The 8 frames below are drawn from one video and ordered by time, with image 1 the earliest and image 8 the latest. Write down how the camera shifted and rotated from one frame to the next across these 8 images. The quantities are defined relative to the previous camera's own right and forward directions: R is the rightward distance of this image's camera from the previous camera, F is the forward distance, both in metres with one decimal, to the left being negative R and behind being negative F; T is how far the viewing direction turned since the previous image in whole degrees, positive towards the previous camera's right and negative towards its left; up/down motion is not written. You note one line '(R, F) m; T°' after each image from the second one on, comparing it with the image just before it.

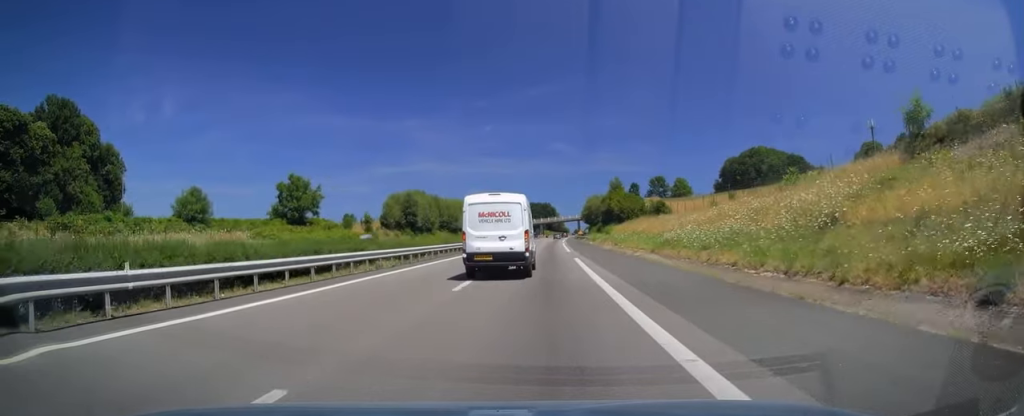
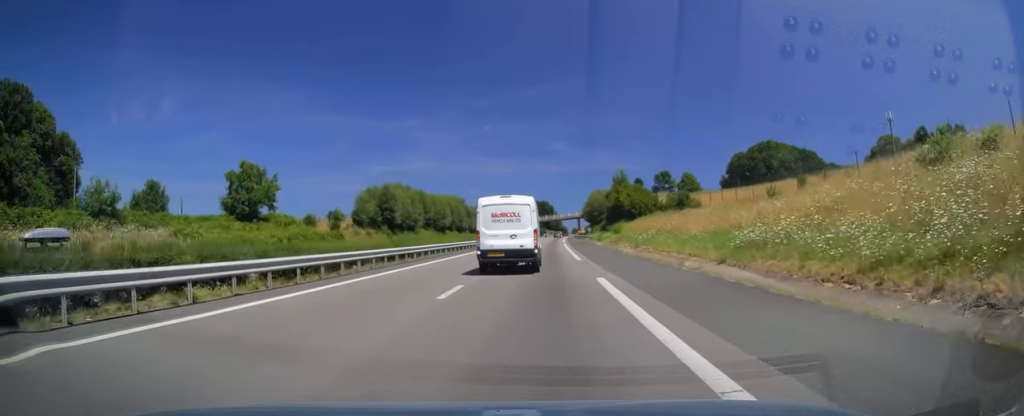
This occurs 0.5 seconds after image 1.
(0.0, +15.2) m; 0°
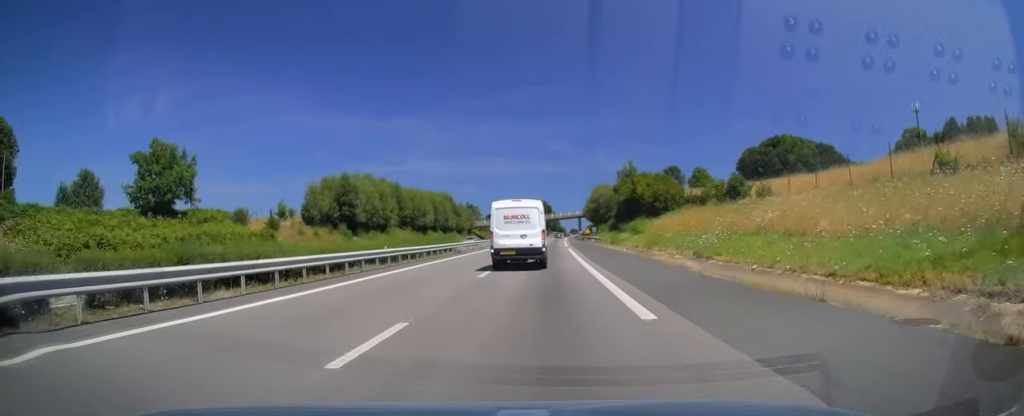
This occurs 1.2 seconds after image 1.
(-0.1, +19.6) m; +1°
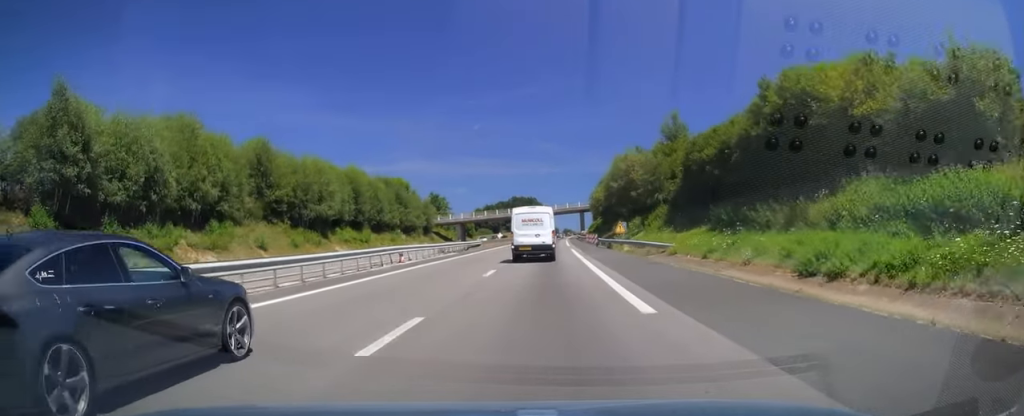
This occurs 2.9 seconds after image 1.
(+0.8, +51.4) m; +1°
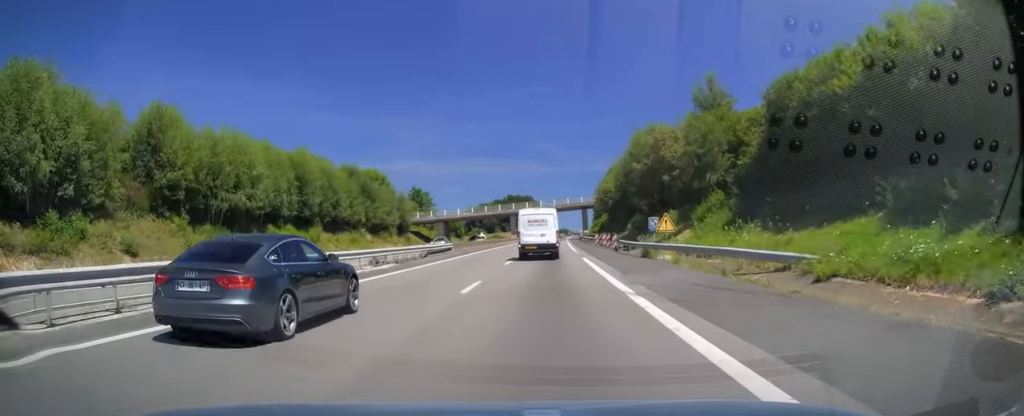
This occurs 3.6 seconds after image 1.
(0.0, +18.7) m; 0°
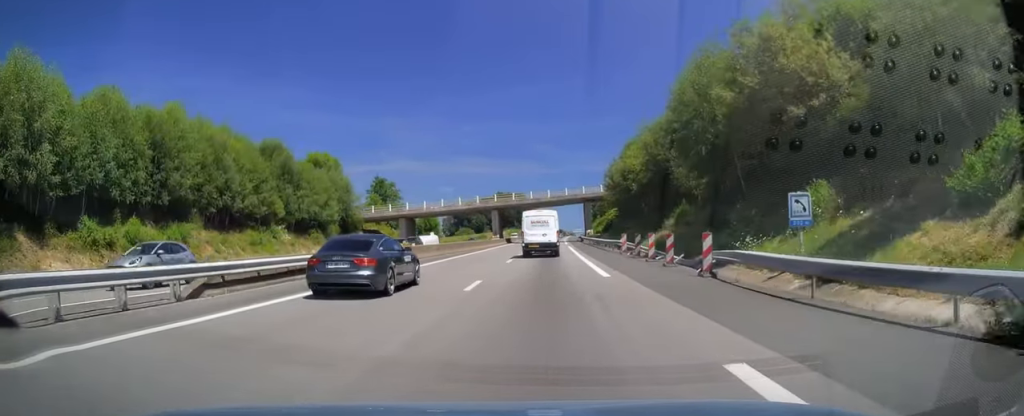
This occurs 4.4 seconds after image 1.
(-0.1, +25.5) m; 0°
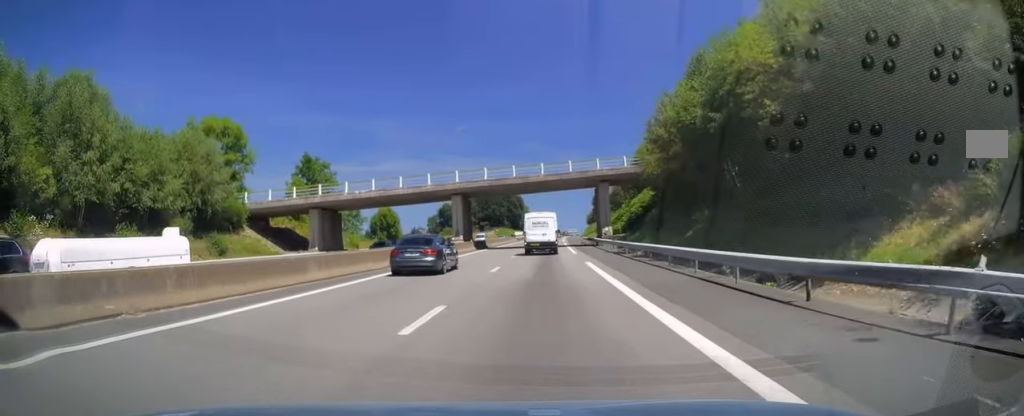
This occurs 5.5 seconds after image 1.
(+0.4, +32.5) m; +1°
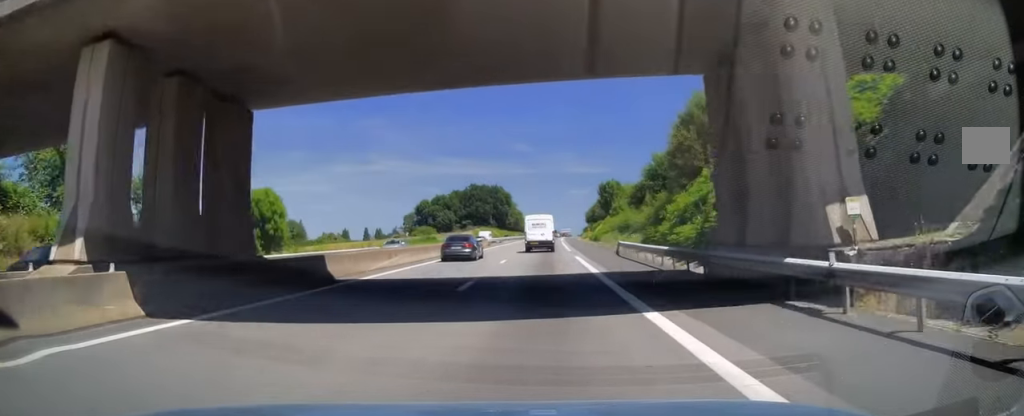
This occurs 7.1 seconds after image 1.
(+0.5, +45.7) m; +1°
